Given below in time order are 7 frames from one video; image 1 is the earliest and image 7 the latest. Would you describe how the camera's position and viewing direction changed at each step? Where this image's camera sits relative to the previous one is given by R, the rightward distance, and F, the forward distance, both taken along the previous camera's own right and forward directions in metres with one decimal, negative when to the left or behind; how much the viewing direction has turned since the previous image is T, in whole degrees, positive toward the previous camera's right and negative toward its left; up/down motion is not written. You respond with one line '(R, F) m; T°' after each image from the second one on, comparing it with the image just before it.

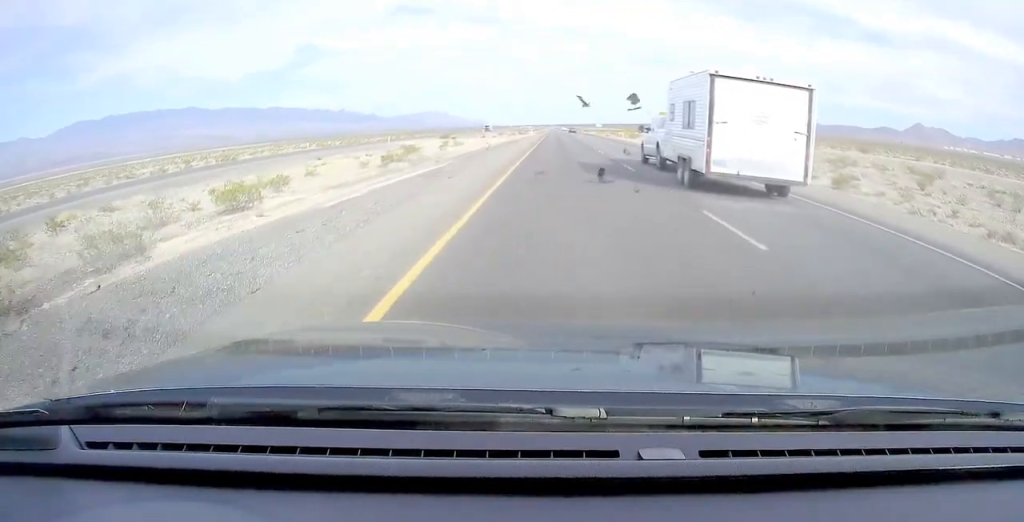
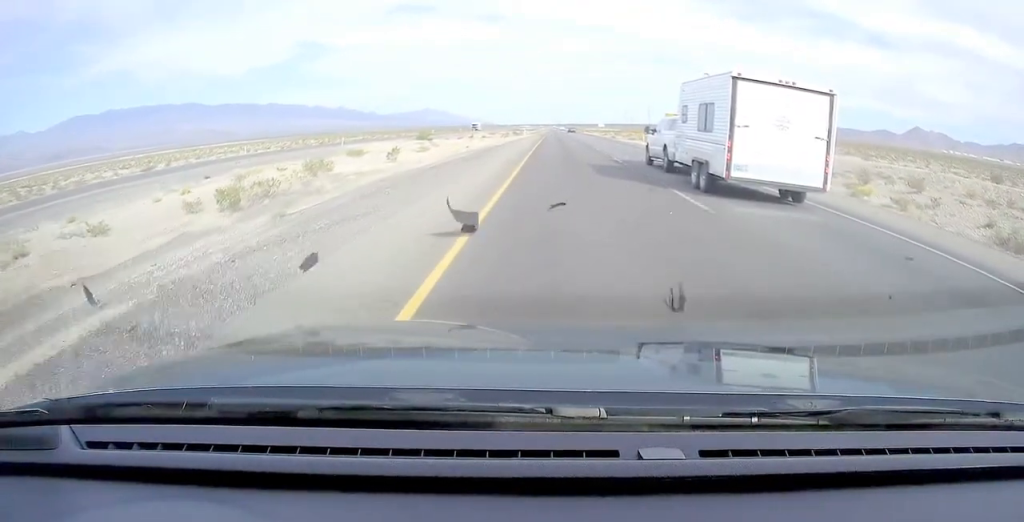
(-0.1, +29.2) m; -1°
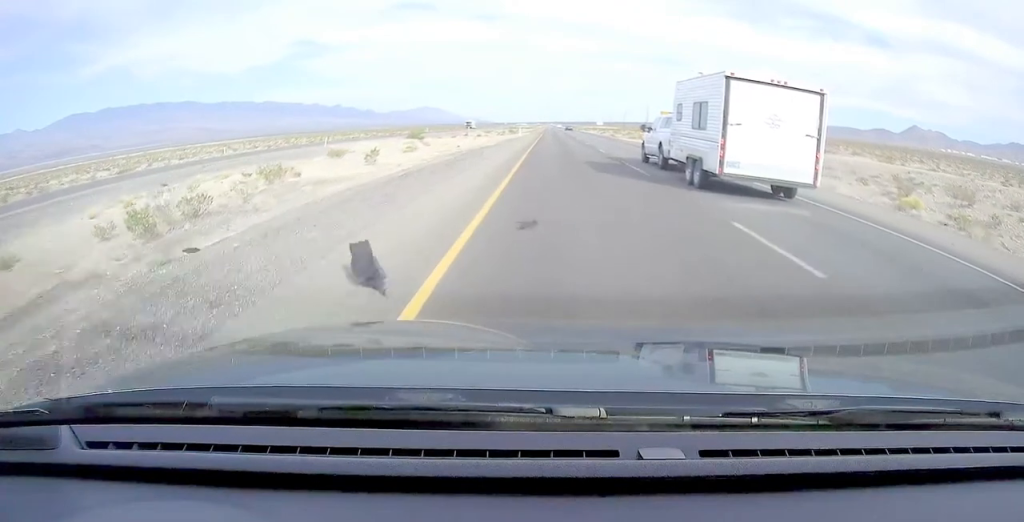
(-0.1, +11.4) m; 0°
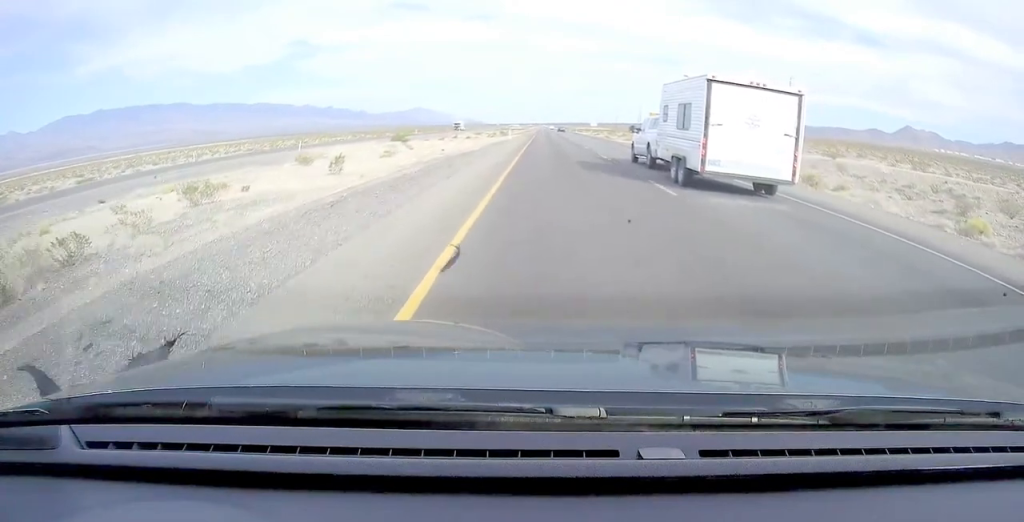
(0.0, +15.1) m; +1°
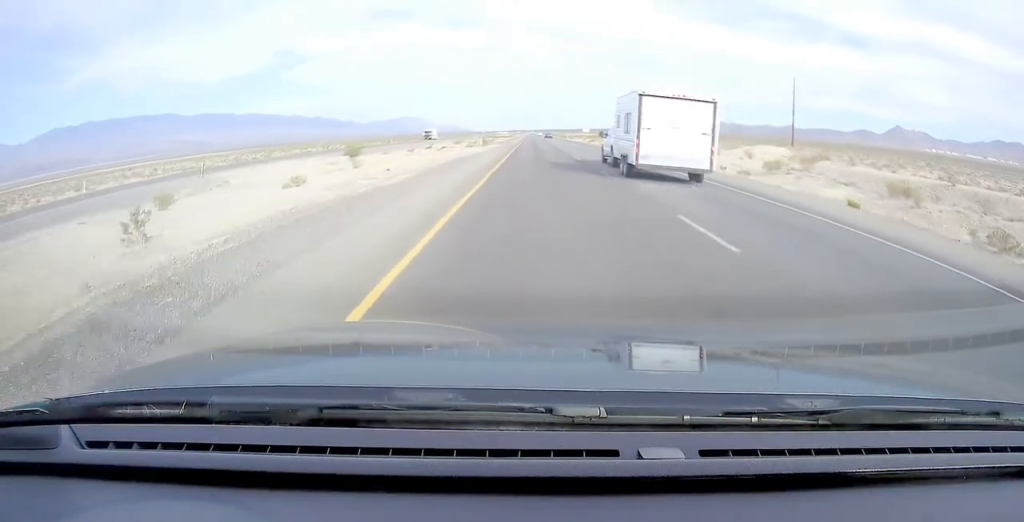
(+0.4, +29.1) m; +1°
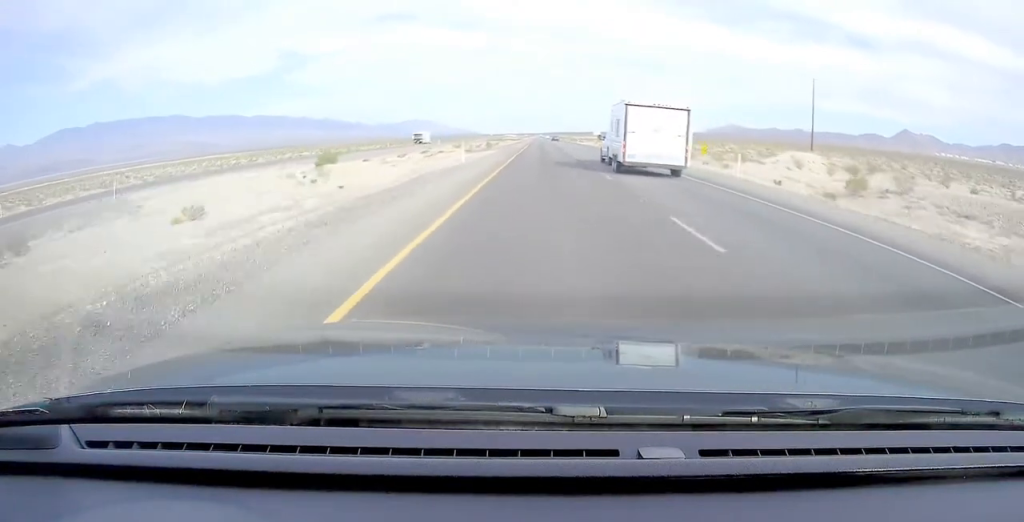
(-0.1, +12.7) m; 0°
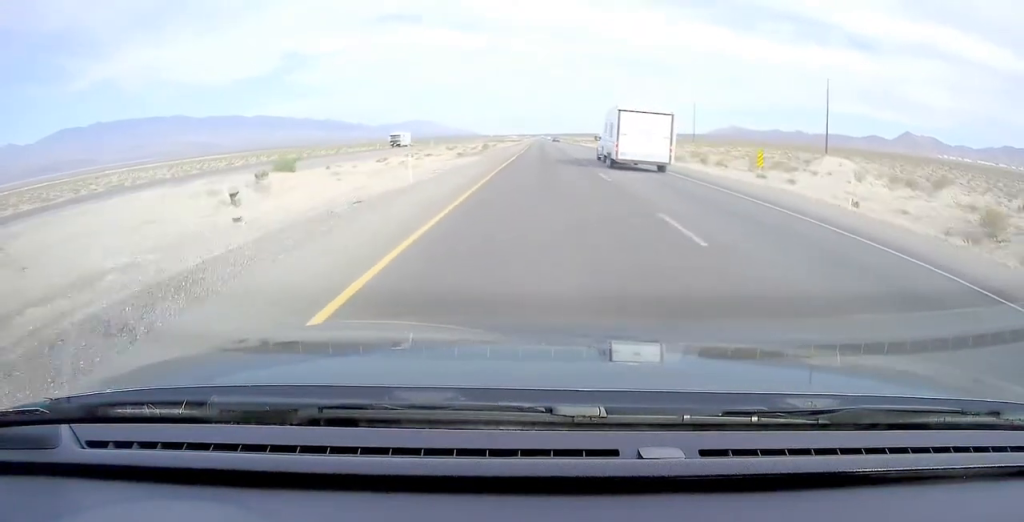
(-0.1, +12.7) m; 0°
